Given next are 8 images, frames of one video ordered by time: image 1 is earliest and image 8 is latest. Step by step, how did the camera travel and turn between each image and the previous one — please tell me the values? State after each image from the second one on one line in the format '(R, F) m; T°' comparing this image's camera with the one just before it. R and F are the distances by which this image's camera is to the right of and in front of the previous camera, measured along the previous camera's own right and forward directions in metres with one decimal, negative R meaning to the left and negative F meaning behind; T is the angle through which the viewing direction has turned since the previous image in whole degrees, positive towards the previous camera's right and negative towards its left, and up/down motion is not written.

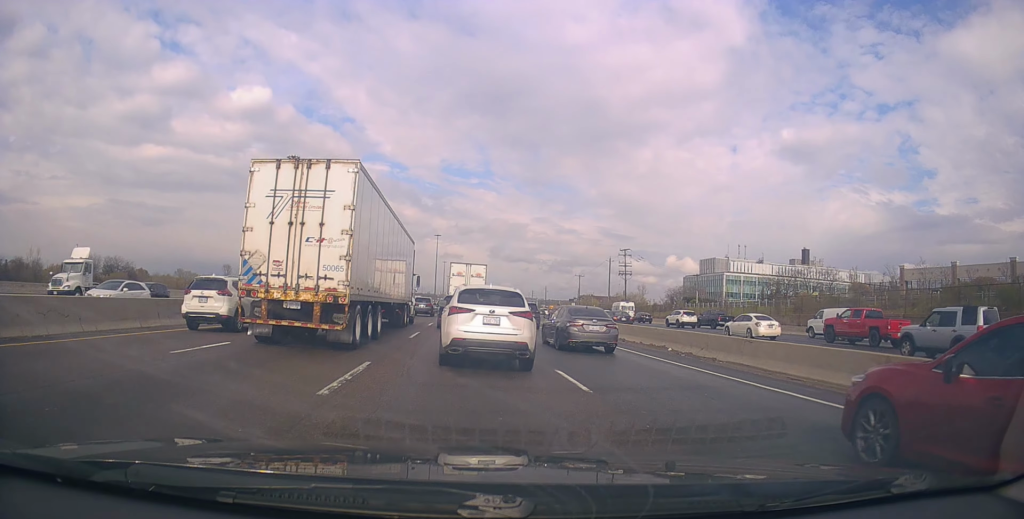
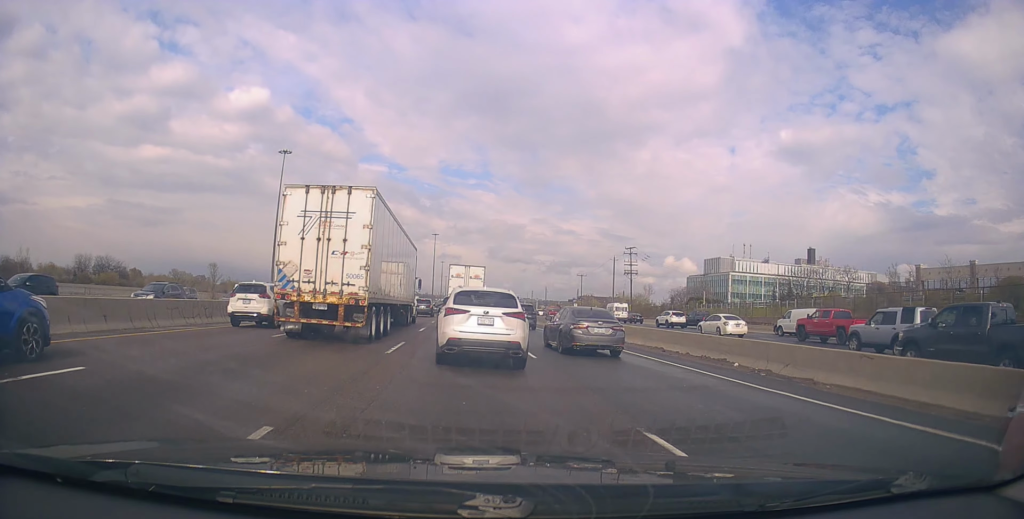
(-0.1, +5.7) m; -1°
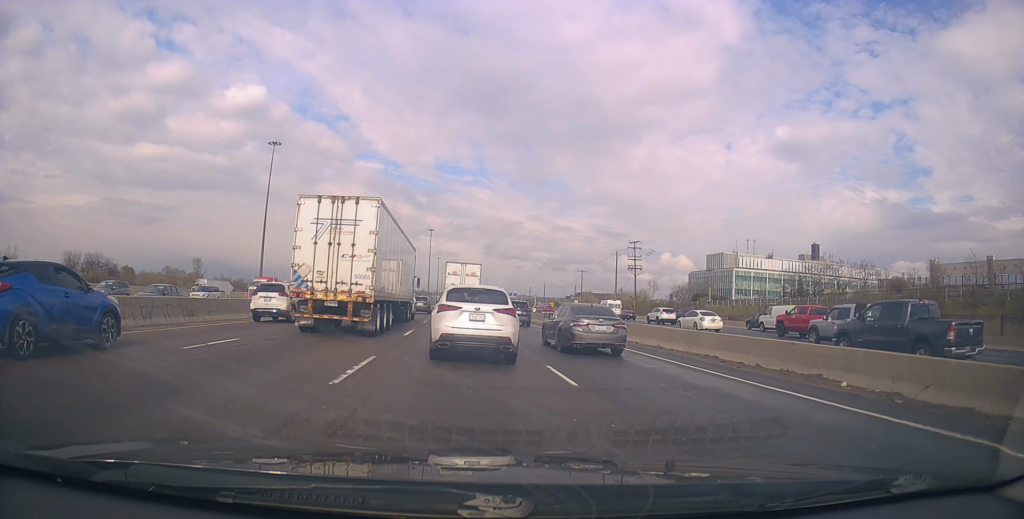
(0.0, +5.4) m; +2°
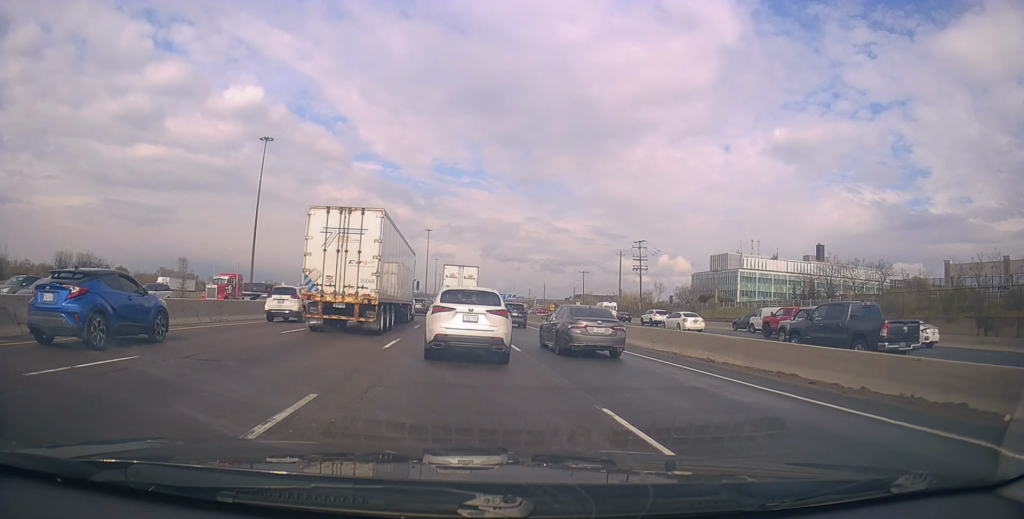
(-0.1, +4.8) m; +3°
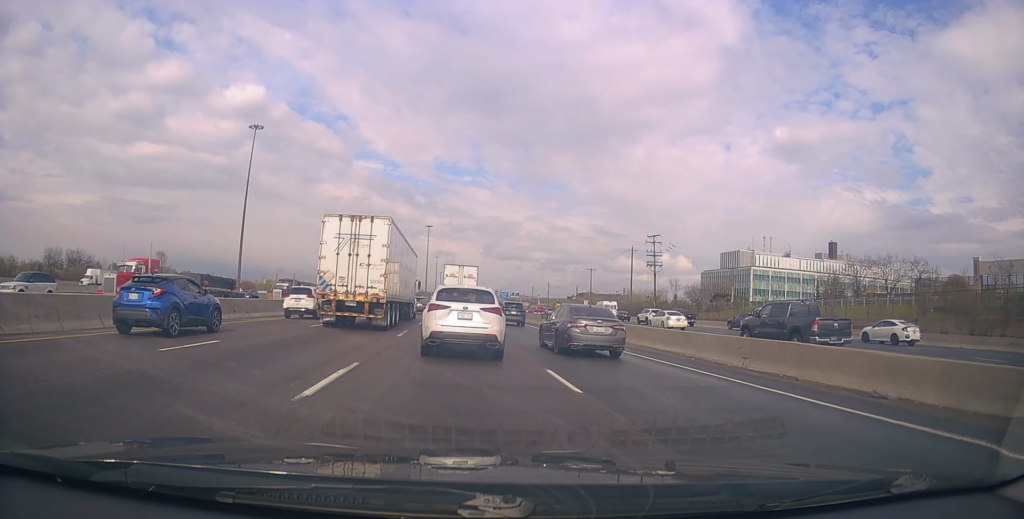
(+0.5, +7.7) m; -2°
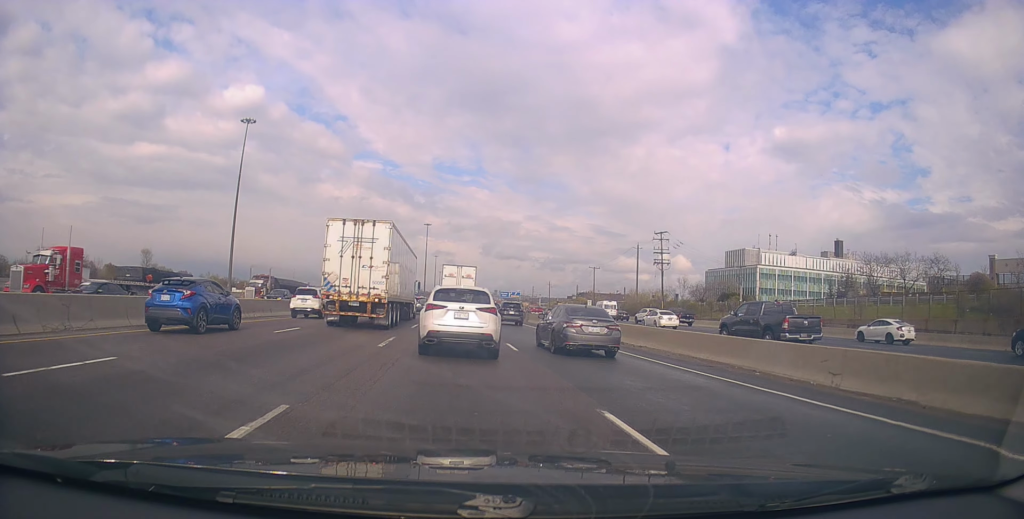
(-0.5, +4.6) m; -2°
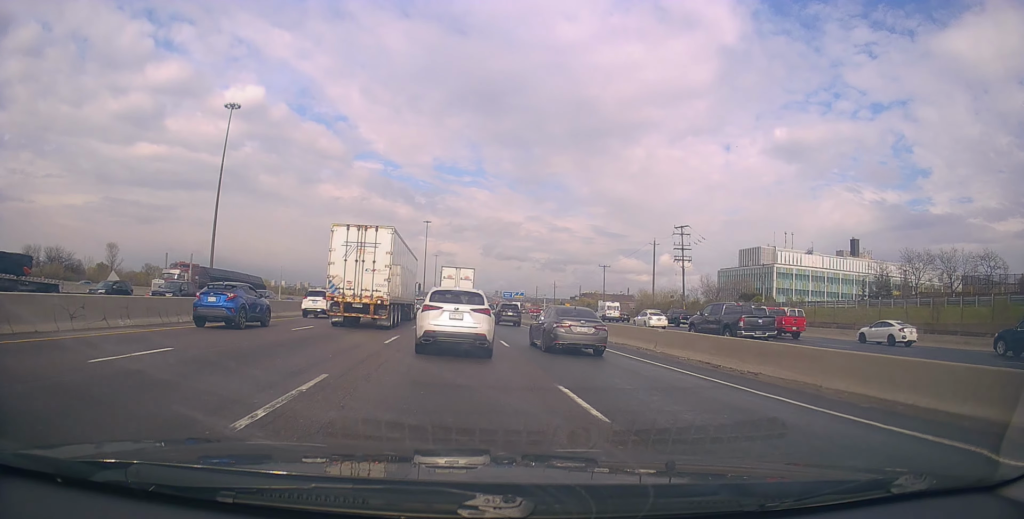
(+0.1, +9.9) m; +2°
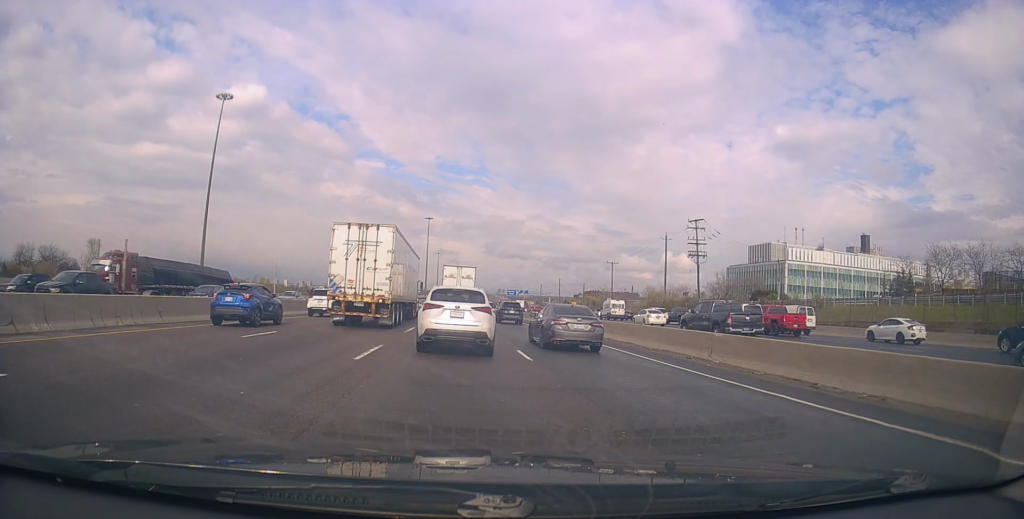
(0.0, +5.0) m; 0°
